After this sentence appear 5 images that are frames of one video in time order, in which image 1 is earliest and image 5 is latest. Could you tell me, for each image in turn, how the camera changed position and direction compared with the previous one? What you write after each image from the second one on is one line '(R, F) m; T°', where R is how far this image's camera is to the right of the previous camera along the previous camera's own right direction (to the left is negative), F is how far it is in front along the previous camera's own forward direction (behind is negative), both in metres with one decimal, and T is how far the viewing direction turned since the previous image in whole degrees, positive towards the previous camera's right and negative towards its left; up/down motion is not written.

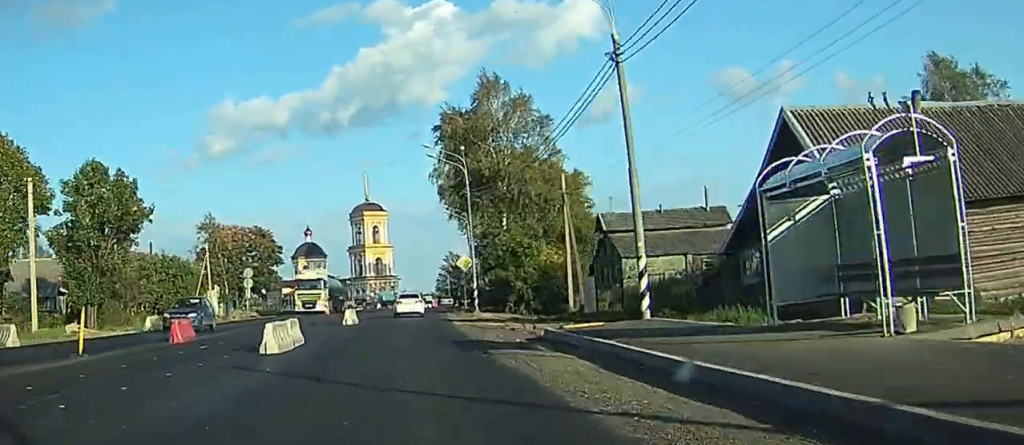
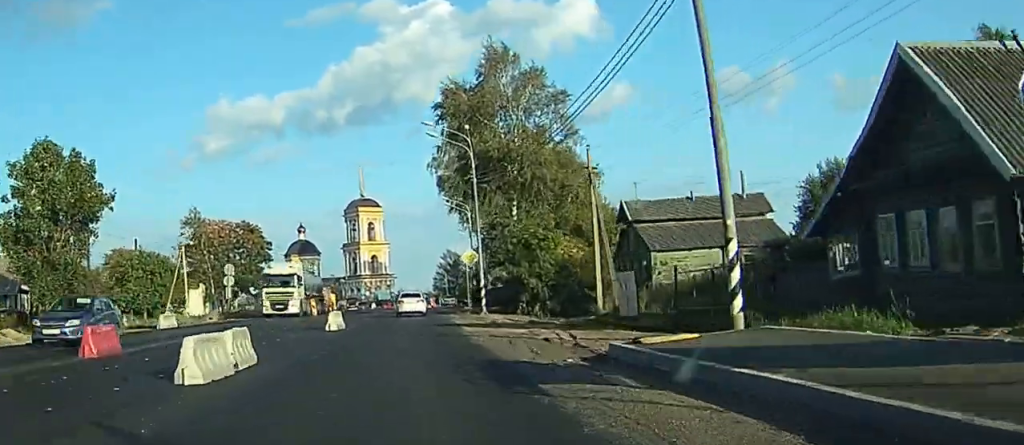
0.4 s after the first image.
(+0.1, +8.0) m; -1°
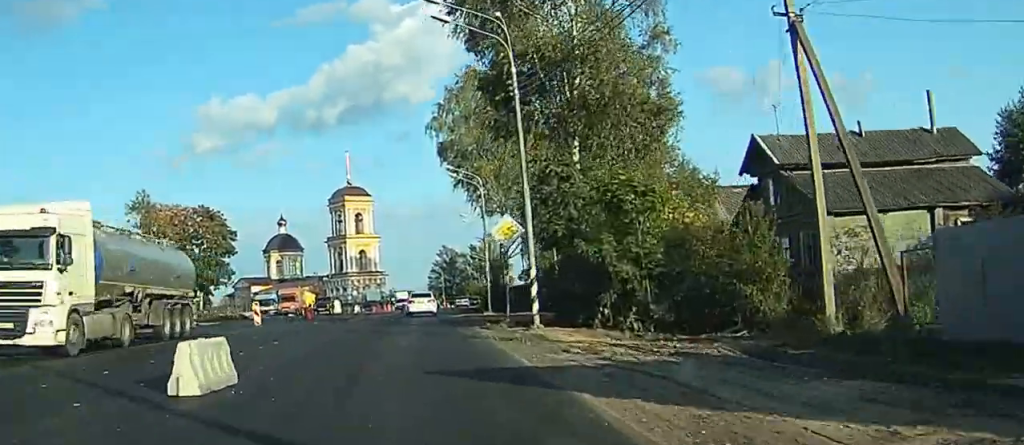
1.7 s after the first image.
(-0.7, +22.4) m; -2°
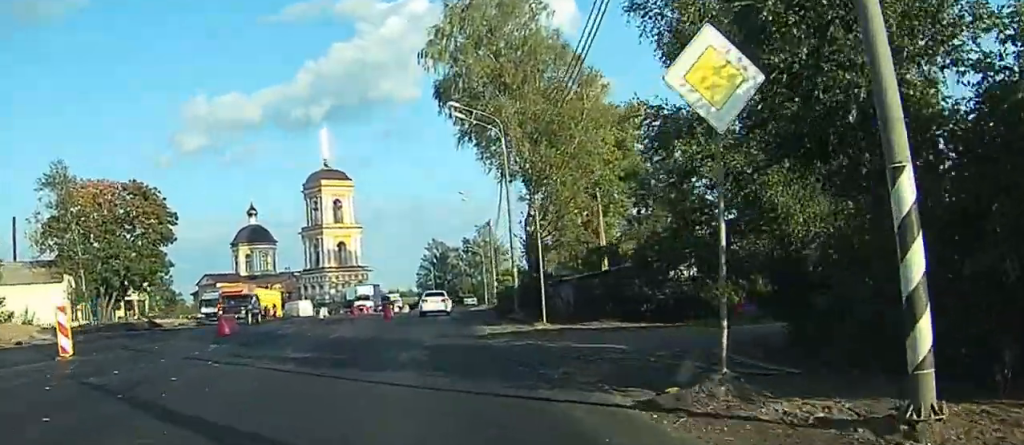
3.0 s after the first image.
(0.0, +22.4) m; +4°
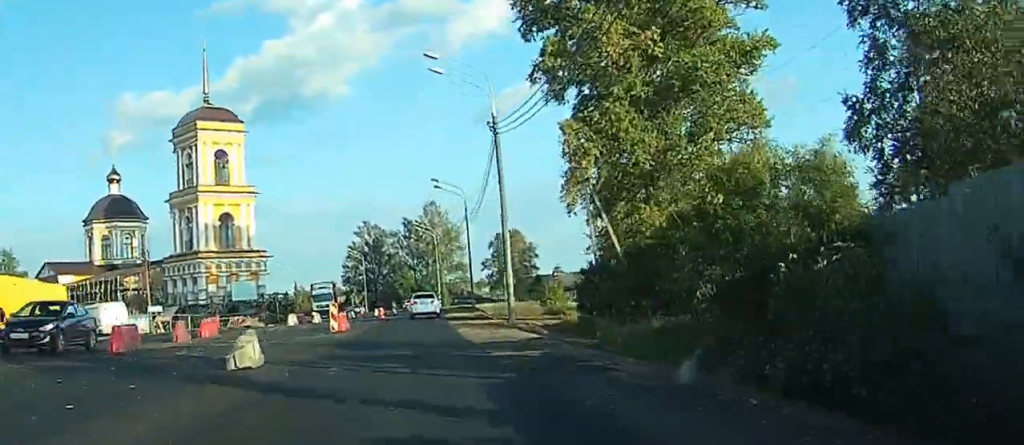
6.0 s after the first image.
(-0.9, +50.6) m; -2°
